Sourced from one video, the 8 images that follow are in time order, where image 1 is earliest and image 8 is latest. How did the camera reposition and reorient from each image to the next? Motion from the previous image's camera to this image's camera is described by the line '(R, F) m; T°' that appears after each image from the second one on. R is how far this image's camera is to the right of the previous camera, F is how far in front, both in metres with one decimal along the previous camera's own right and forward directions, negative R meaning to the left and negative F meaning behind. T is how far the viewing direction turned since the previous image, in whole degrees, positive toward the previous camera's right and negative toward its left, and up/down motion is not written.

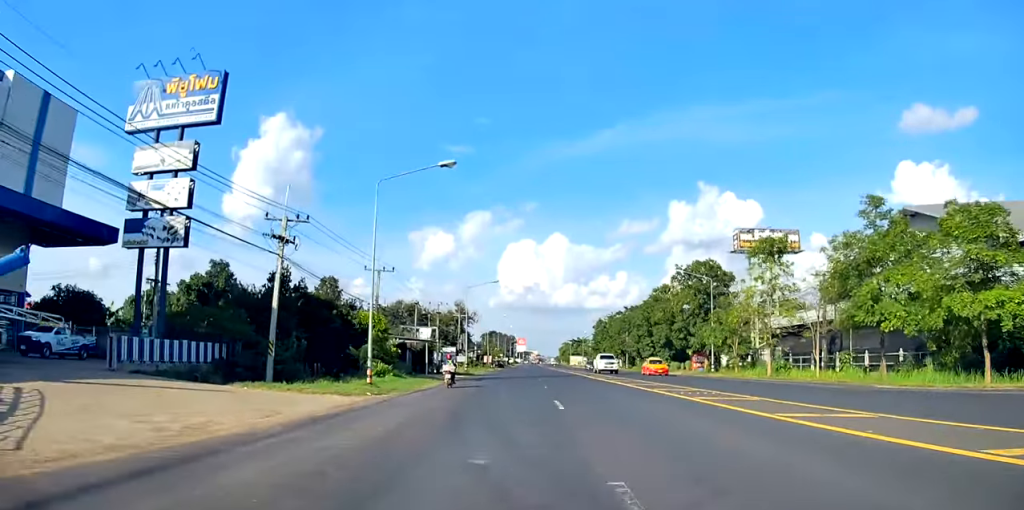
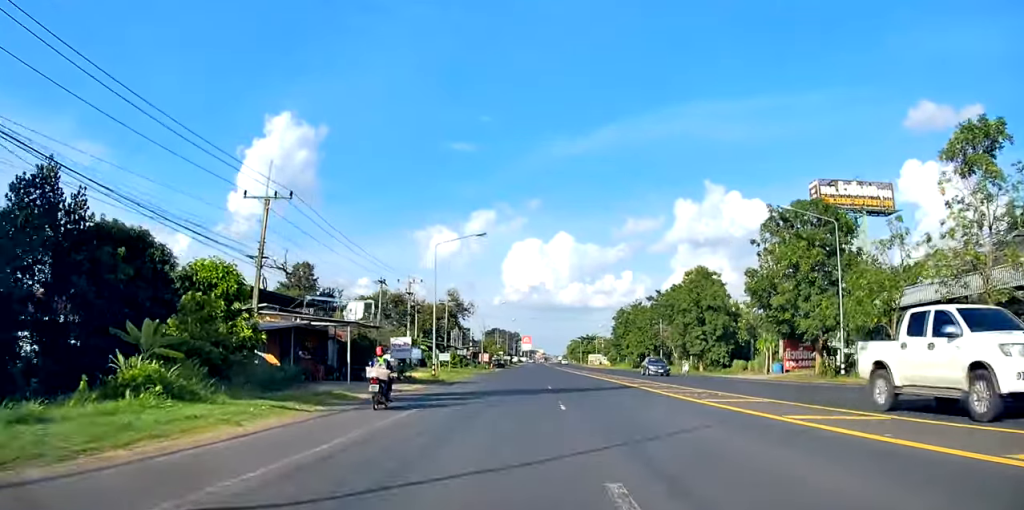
(0.0, +24.8) m; 0°
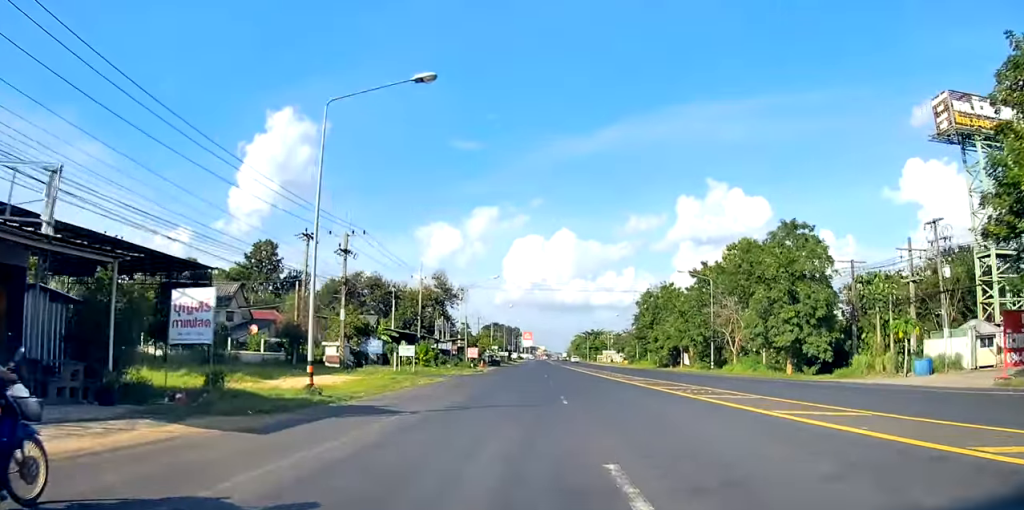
(-0.1, +23.6) m; +1°
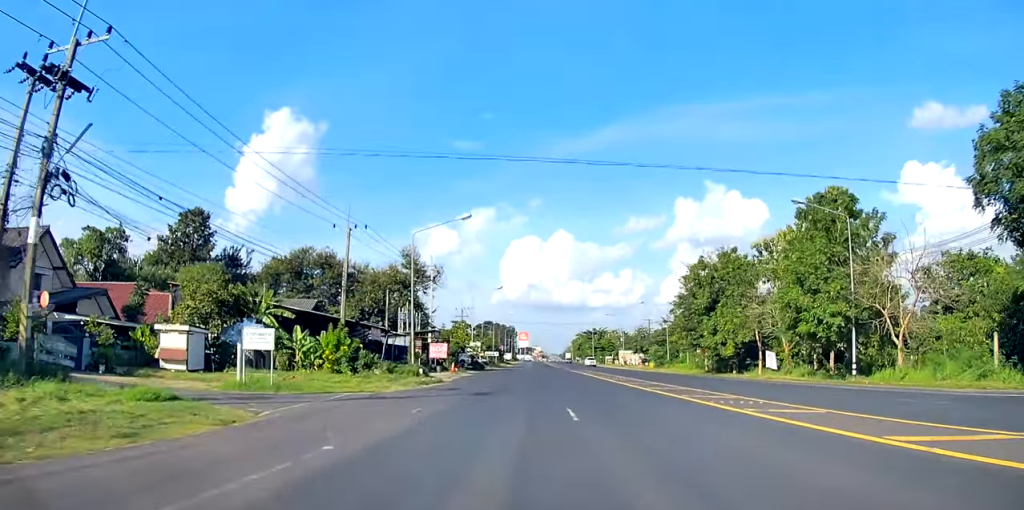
(+0.4, +27.4) m; 0°
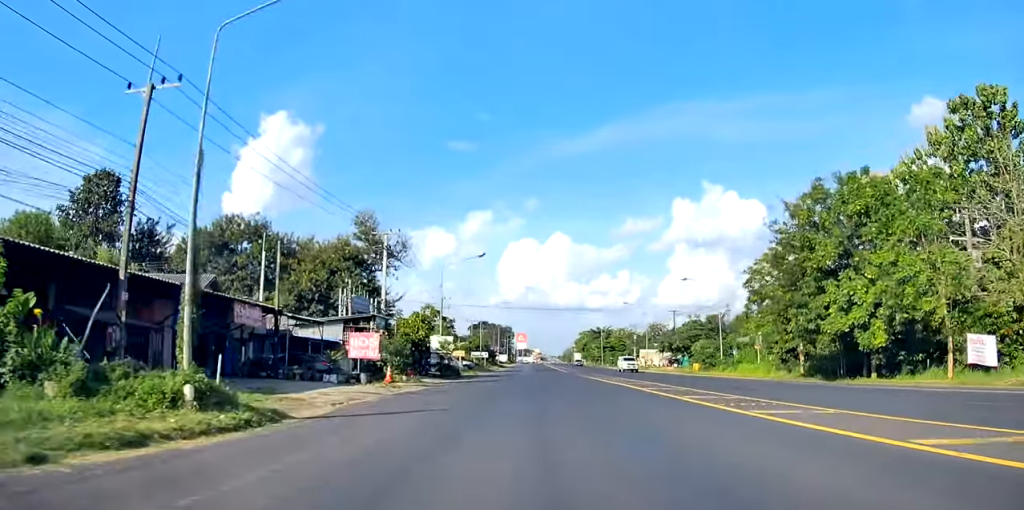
(-0.6, +26.0) m; -1°
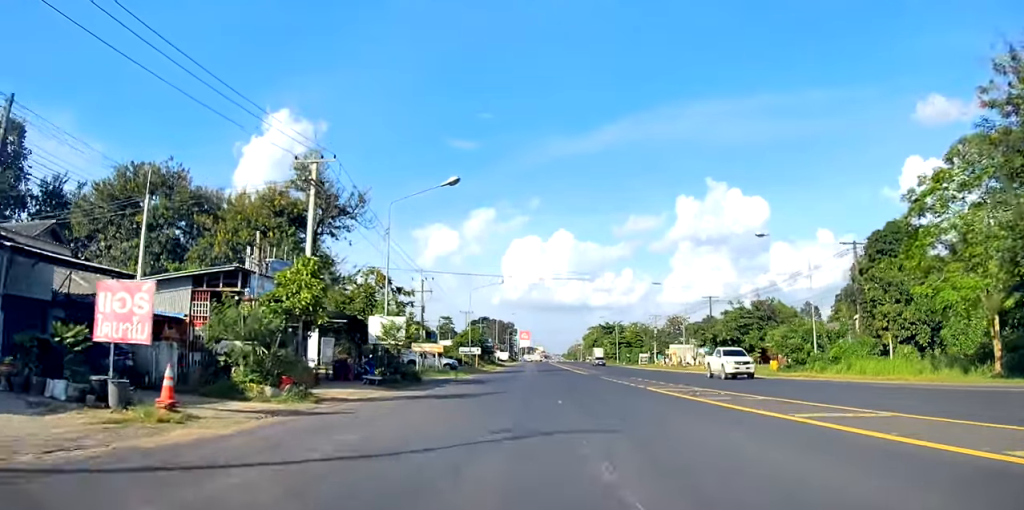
(+0.1, +19.6) m; +1°
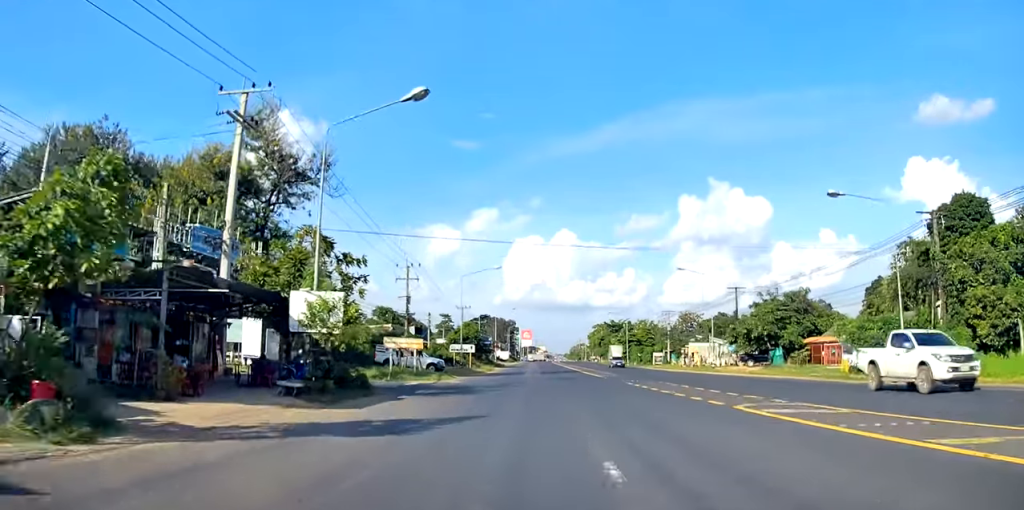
(+0.2, +10.5) m; 0°
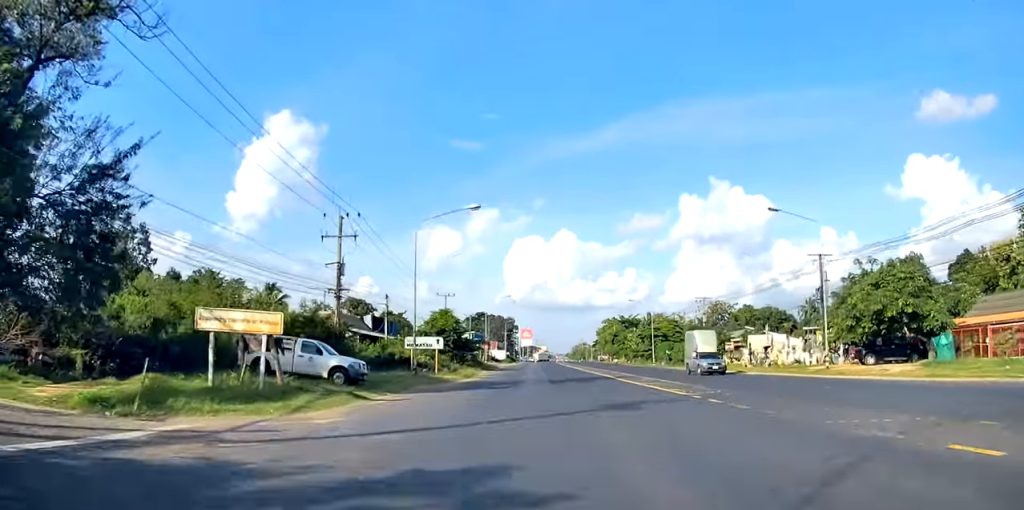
(-0.3, +23.6) m; -1°
